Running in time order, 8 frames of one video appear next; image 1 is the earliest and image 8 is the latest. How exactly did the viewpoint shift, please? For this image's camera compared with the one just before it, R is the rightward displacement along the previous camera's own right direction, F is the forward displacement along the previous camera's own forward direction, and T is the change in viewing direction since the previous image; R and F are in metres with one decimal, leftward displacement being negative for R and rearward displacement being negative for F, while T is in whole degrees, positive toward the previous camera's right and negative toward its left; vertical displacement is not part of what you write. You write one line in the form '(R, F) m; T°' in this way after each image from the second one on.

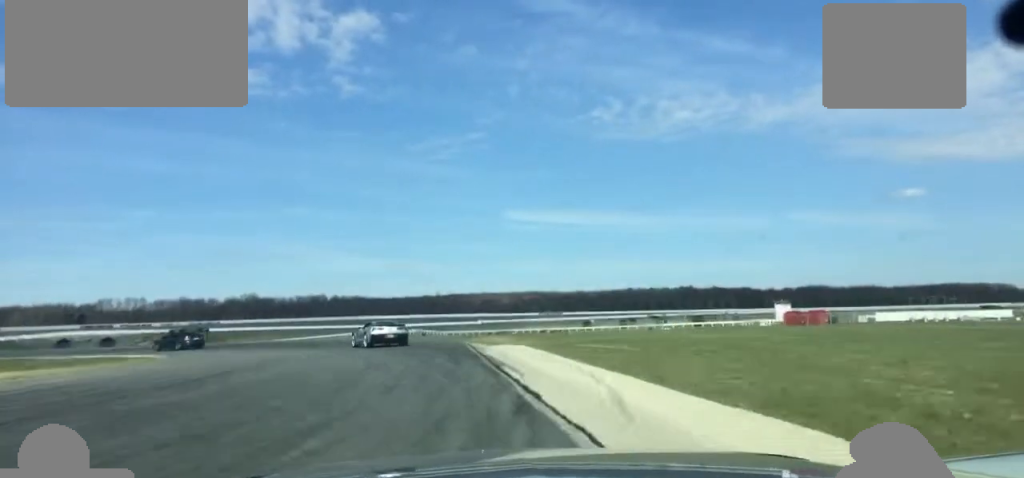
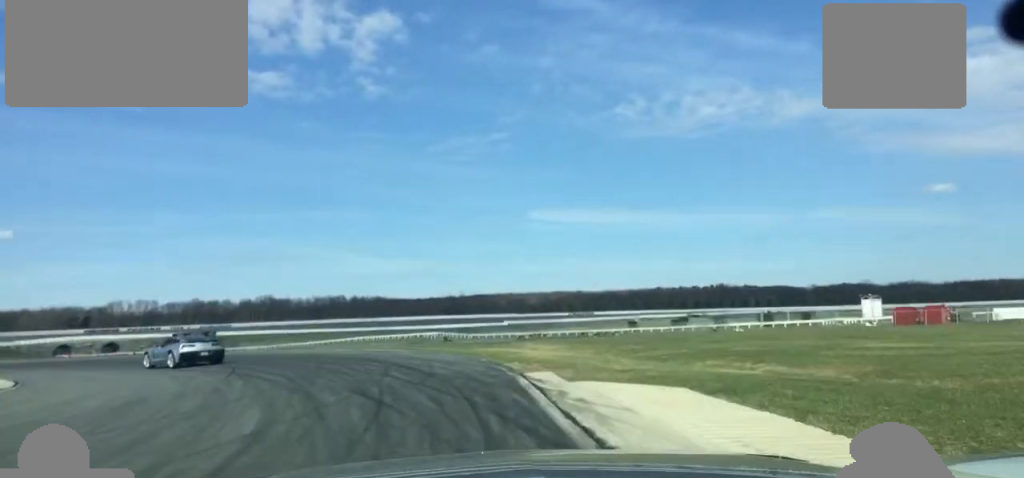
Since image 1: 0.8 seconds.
(0.0, +20.8) m; -6°
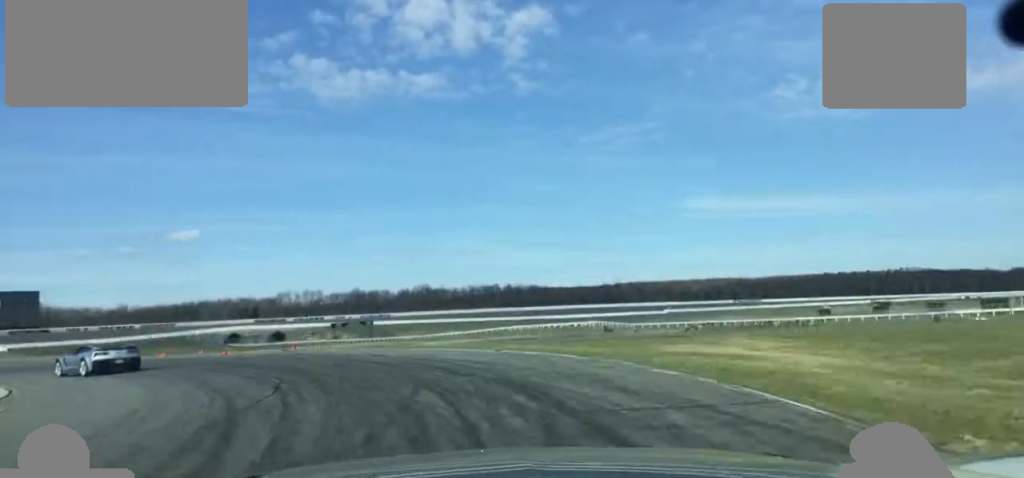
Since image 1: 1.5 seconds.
(-0.7, +15.3) m; -10°
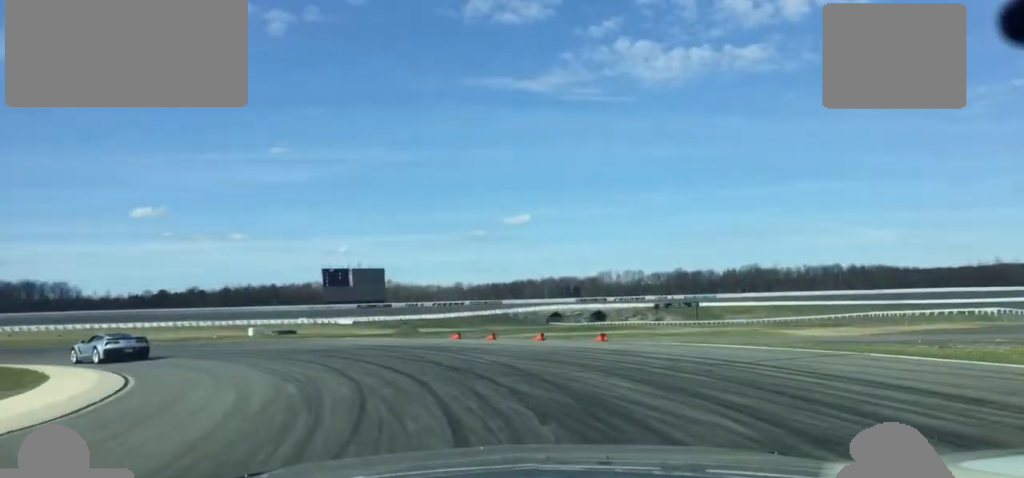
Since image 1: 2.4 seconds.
(-3.1, +19.6) m; -19°
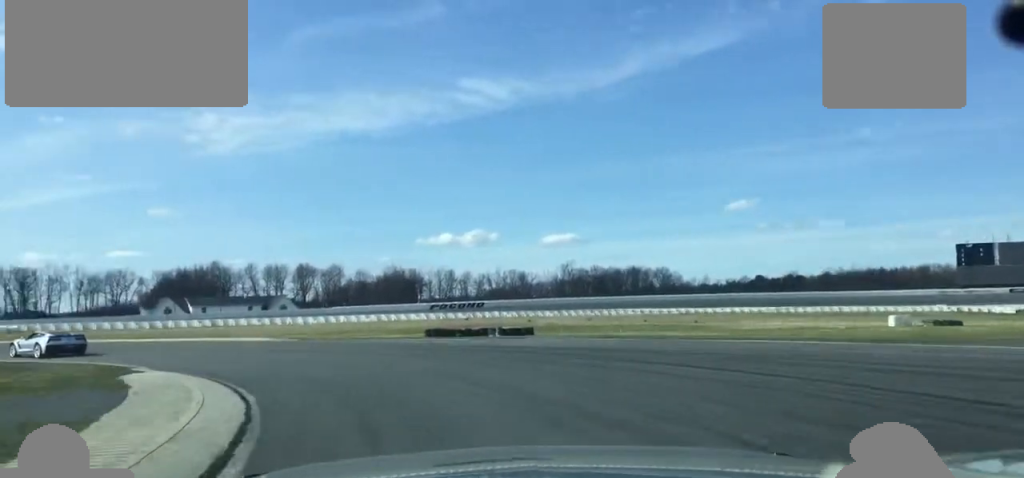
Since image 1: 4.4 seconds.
(-13.5, +36.7) m; -41°
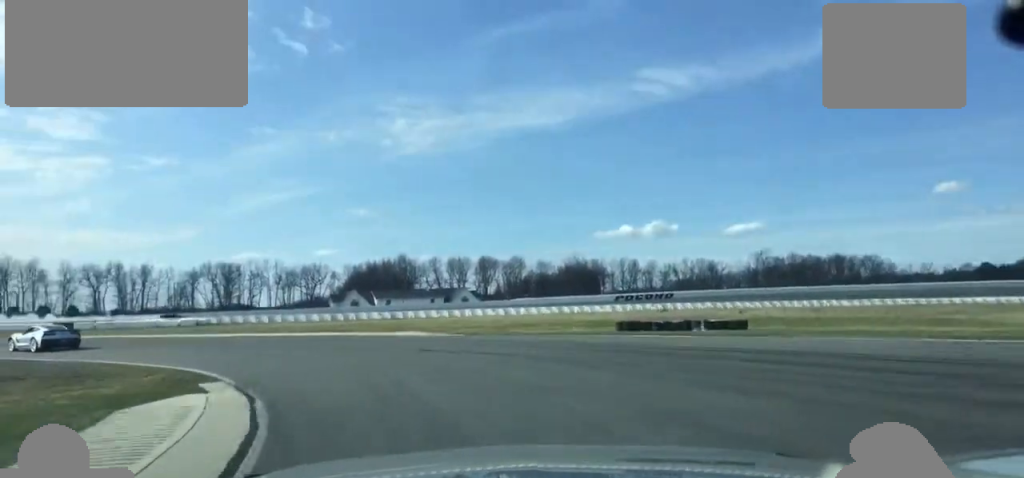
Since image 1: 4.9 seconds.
(-1.0, +10.7) m; -12°
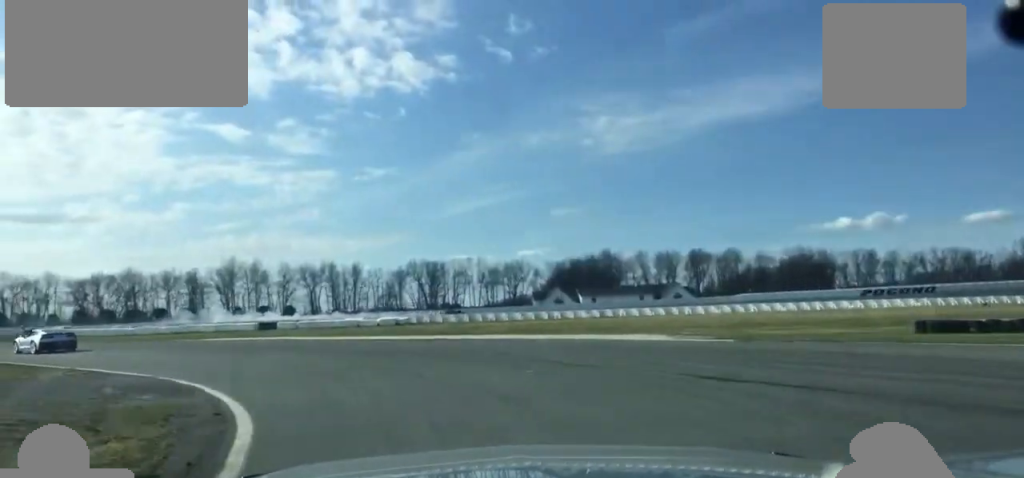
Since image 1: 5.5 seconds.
(-1.9, +13.4) m; -14°
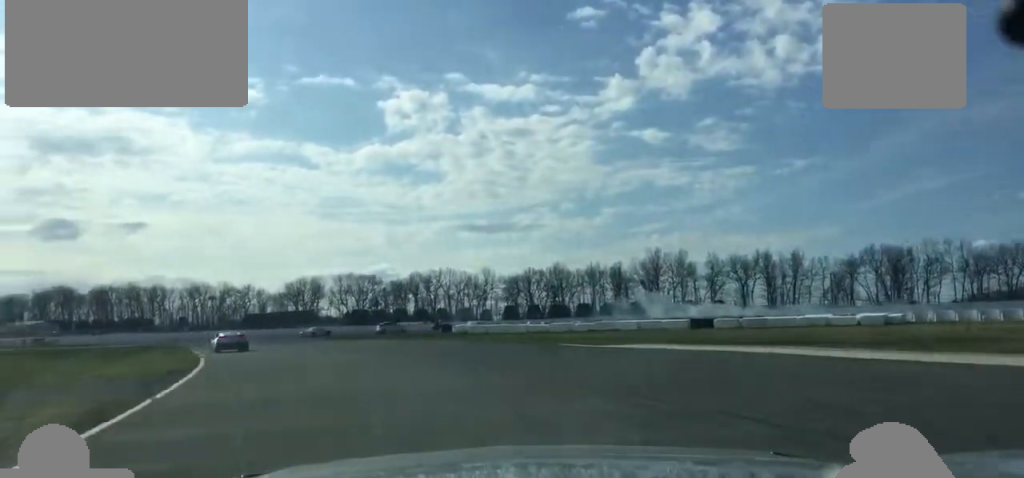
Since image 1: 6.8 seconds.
(-6.8, +27.9) m; -21°
